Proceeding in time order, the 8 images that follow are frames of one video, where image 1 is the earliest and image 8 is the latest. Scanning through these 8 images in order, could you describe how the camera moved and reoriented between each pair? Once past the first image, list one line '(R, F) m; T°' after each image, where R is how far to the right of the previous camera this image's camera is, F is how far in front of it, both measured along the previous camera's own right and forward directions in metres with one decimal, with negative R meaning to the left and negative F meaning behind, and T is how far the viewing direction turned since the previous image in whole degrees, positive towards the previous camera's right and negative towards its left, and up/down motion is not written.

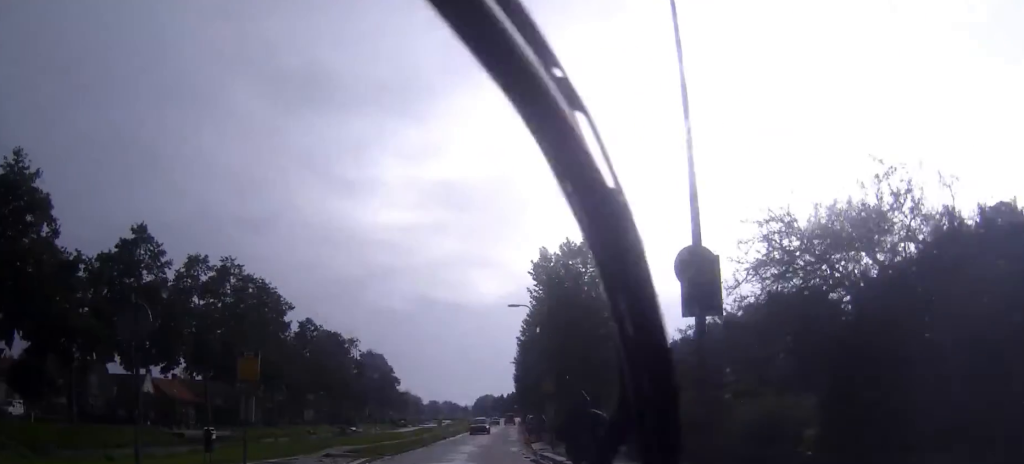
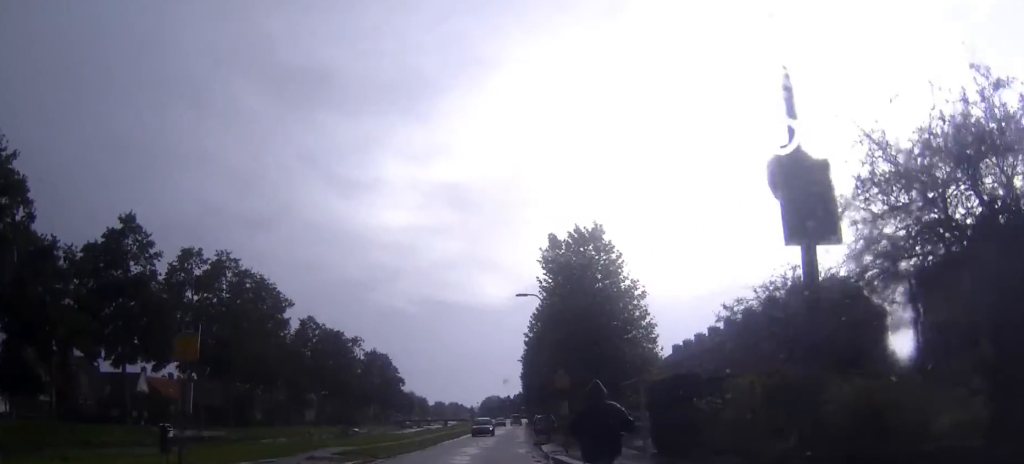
(-0.1, +3.5) m; 0°
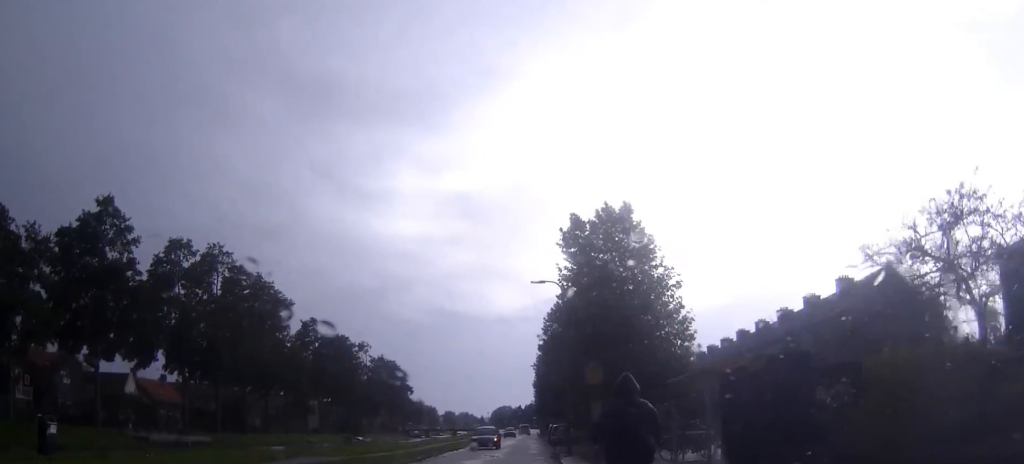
(0.0, +6.3) m; -1°
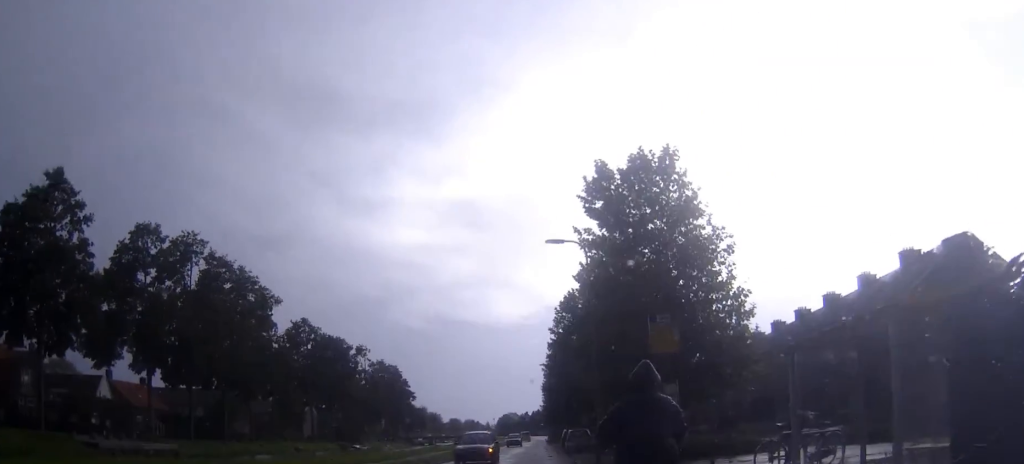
(-0.1, +8.5) m; -1°
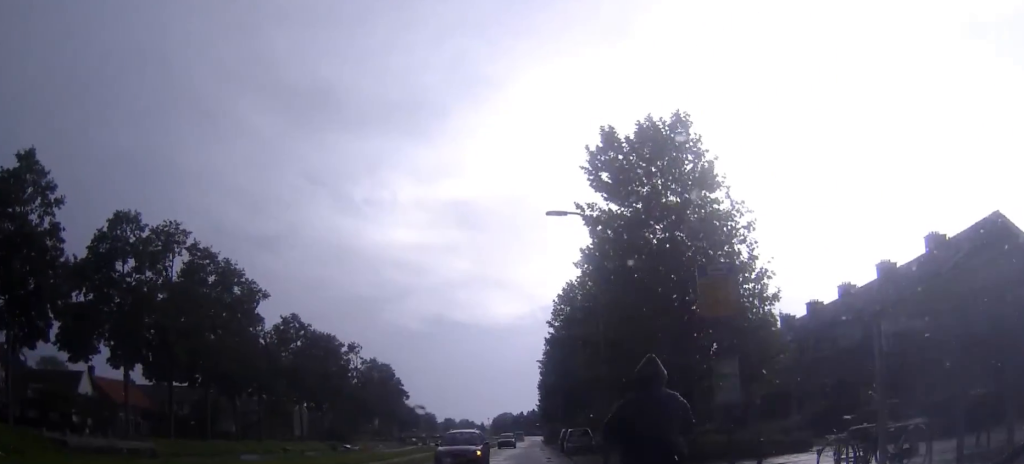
(0.0, +3.6) m; 0°
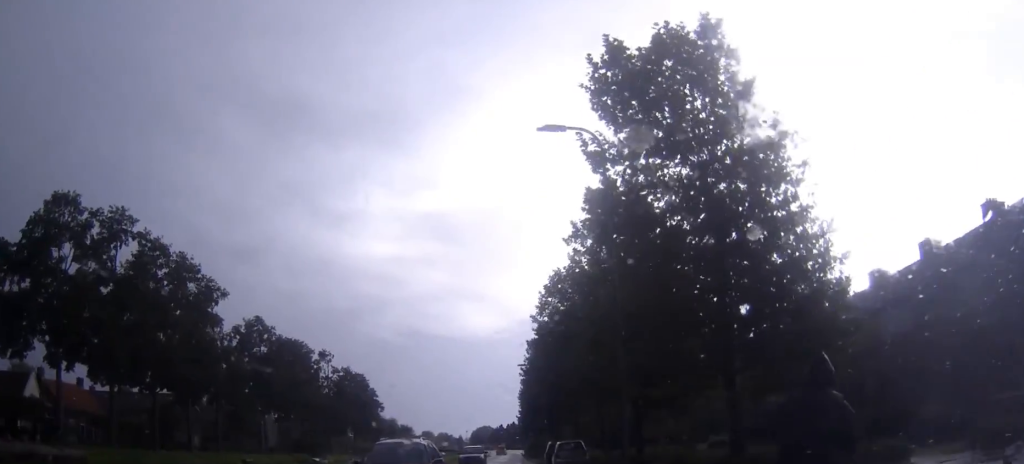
(+0.1, +8.1) m; +2°
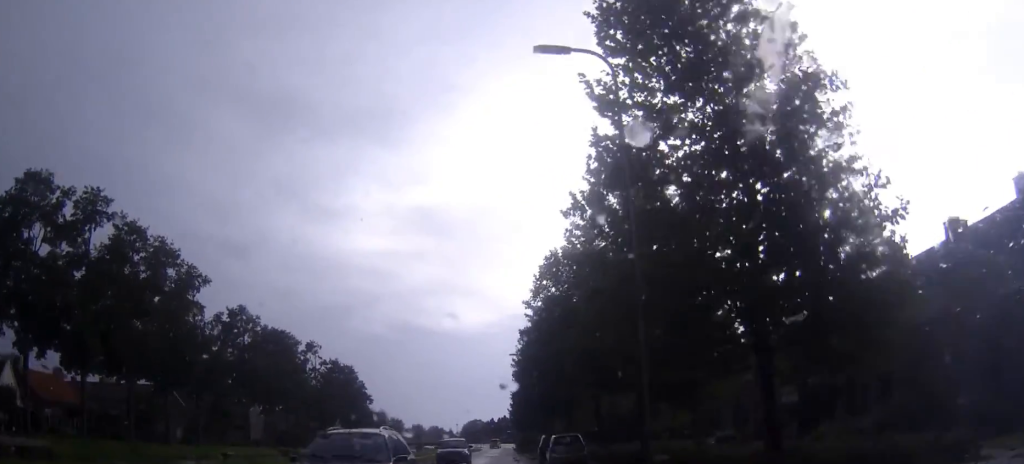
(+0.1, +3.3) m; +1°
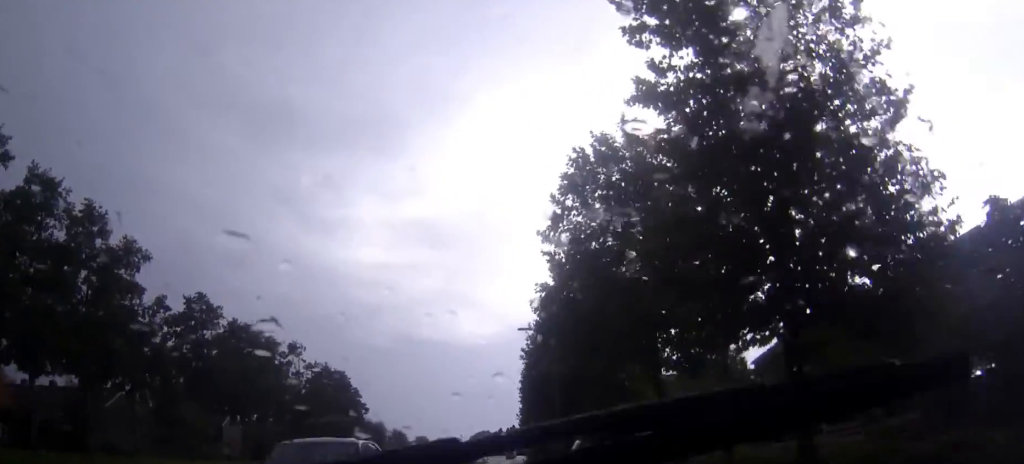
(-0.1, +14.3) m; -1°
